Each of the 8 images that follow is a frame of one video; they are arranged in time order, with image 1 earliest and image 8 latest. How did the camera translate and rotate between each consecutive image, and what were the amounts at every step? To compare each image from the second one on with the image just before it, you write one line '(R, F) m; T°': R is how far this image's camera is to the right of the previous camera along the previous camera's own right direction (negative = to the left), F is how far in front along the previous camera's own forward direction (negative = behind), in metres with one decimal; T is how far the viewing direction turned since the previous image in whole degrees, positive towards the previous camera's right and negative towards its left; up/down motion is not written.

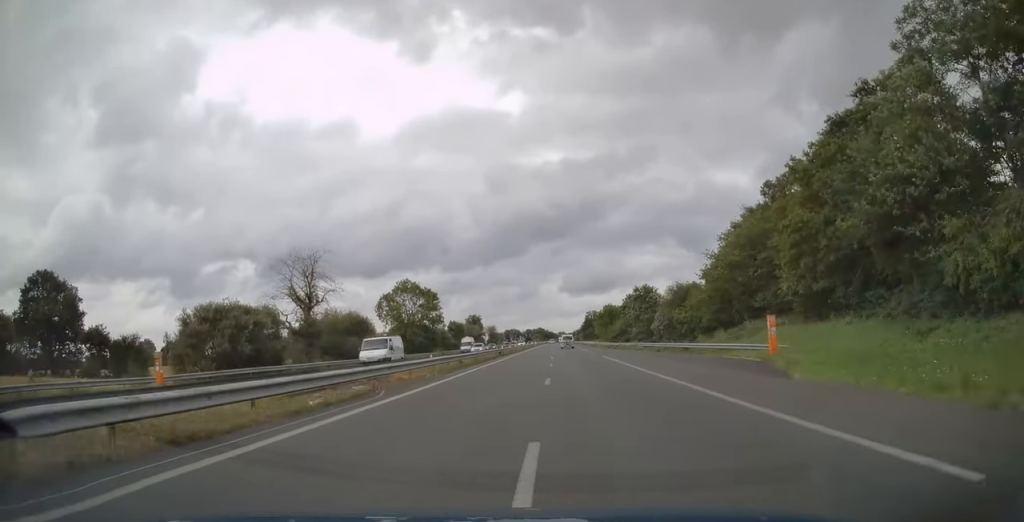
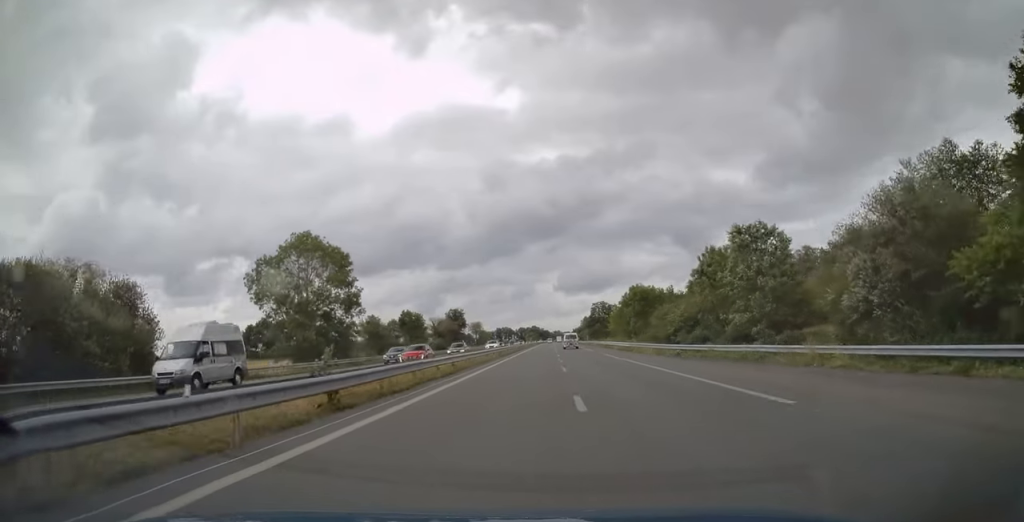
(-0.4, +46.0) m; 0°
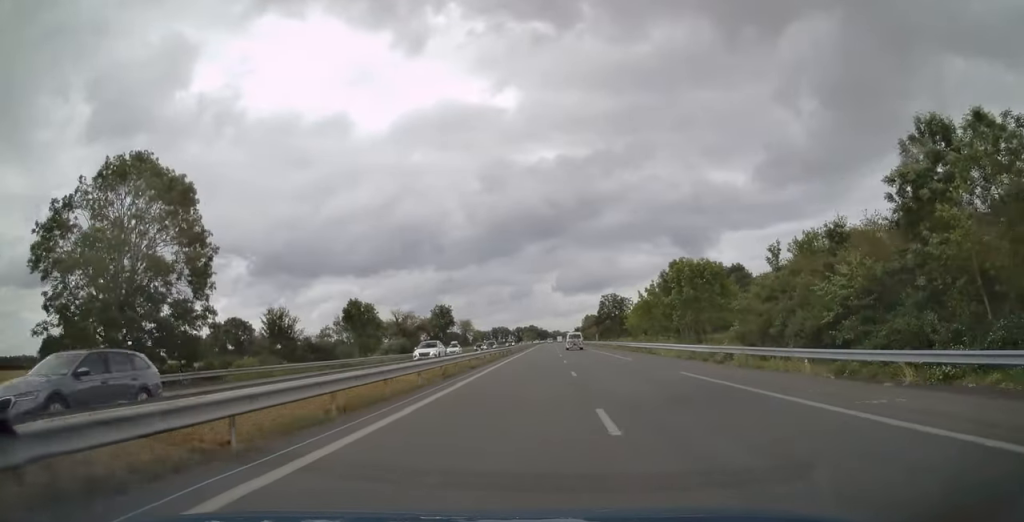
(+0.2, +28.9) m; 0°
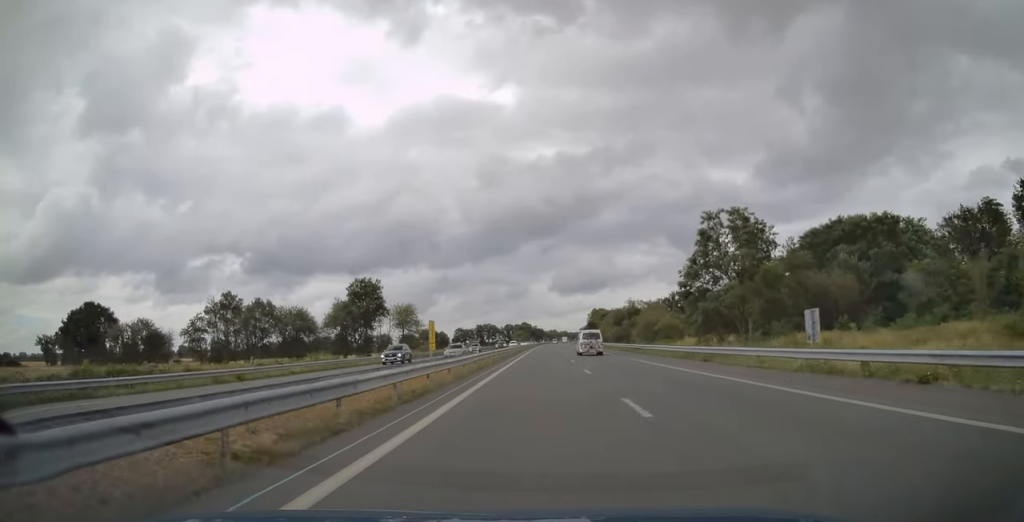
(+0.7, +89.5) m; +1°
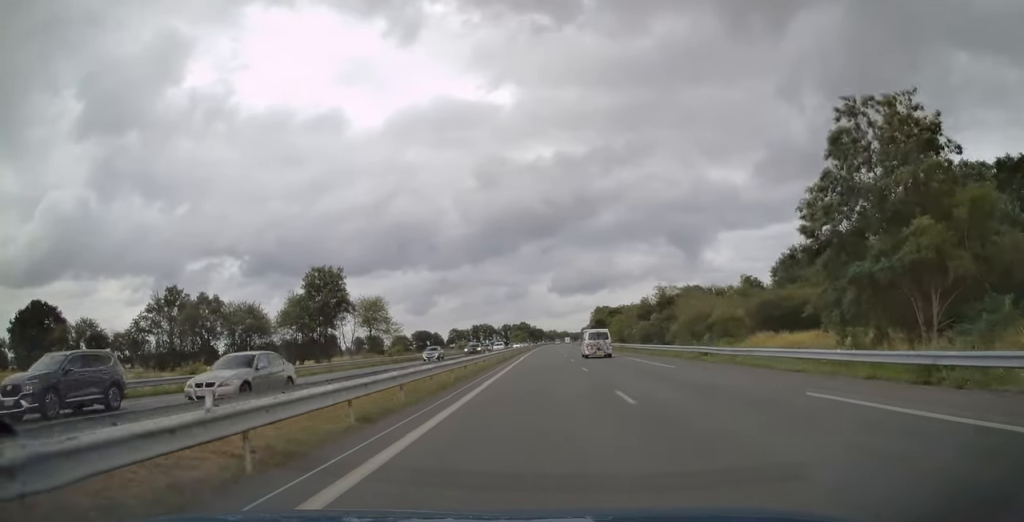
(-0.2, +23.6) m; 0°
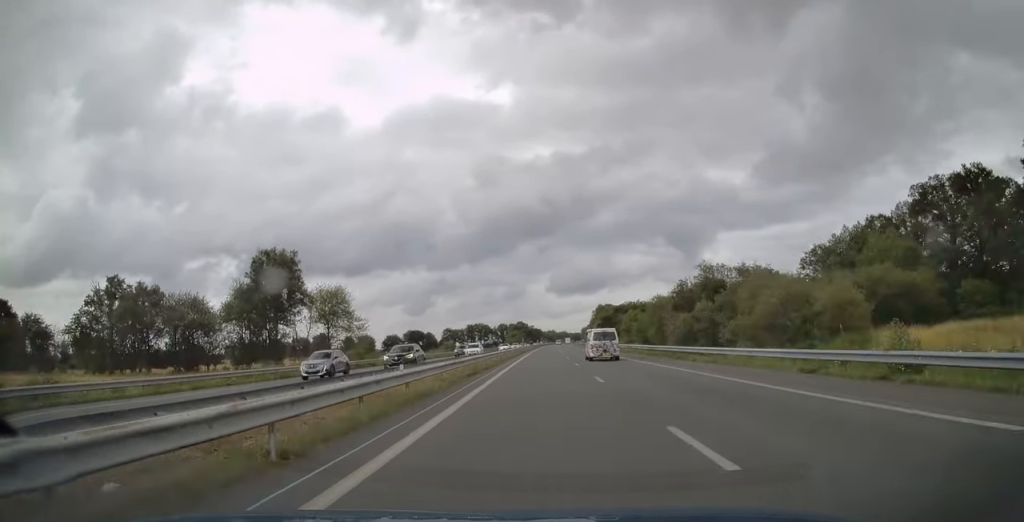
(+0.2, +19.3) m; 0°
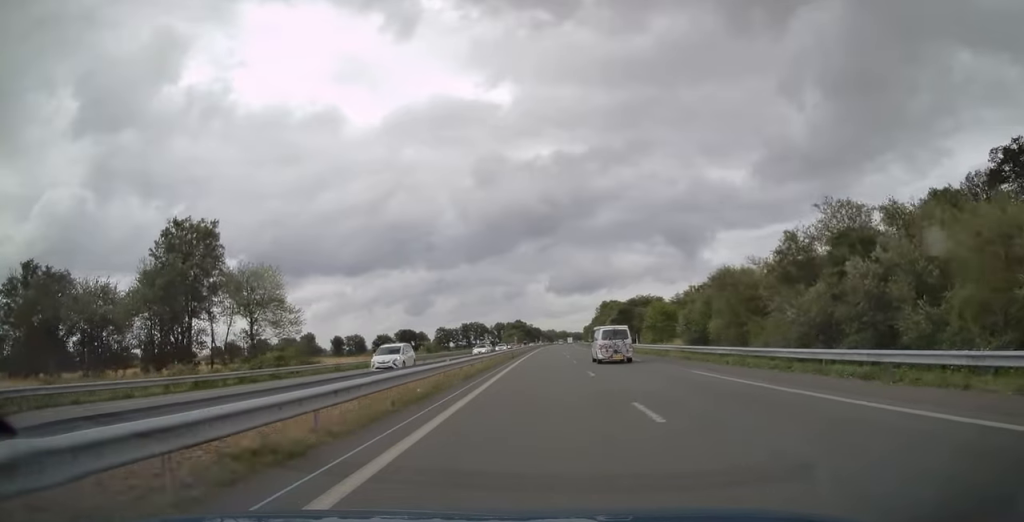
(+0.1, +22.3) m; 0°
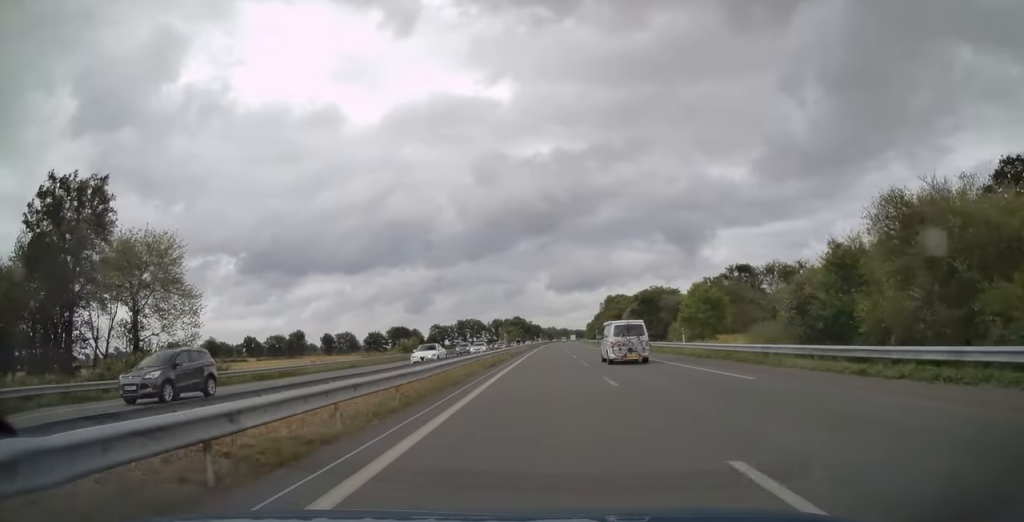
(-0.2, +19.3) m; 0°
